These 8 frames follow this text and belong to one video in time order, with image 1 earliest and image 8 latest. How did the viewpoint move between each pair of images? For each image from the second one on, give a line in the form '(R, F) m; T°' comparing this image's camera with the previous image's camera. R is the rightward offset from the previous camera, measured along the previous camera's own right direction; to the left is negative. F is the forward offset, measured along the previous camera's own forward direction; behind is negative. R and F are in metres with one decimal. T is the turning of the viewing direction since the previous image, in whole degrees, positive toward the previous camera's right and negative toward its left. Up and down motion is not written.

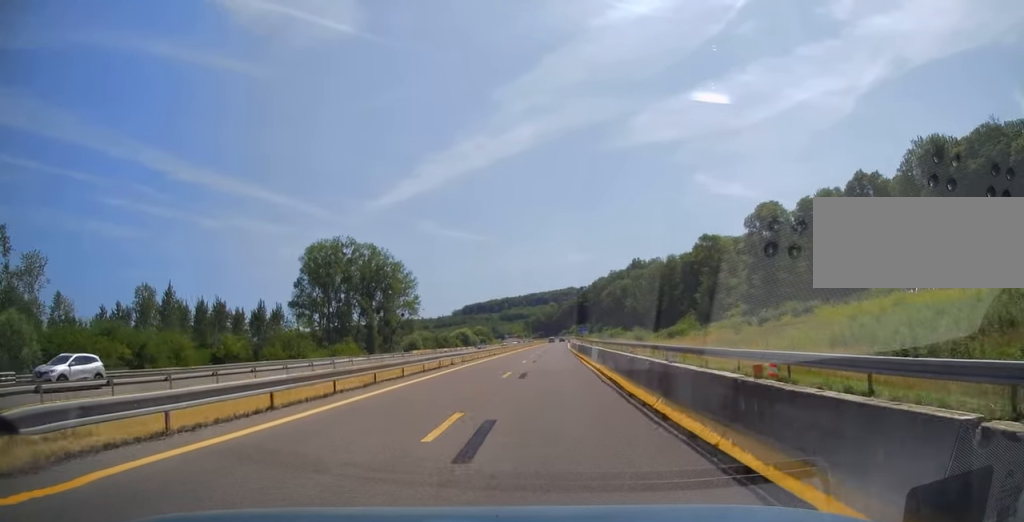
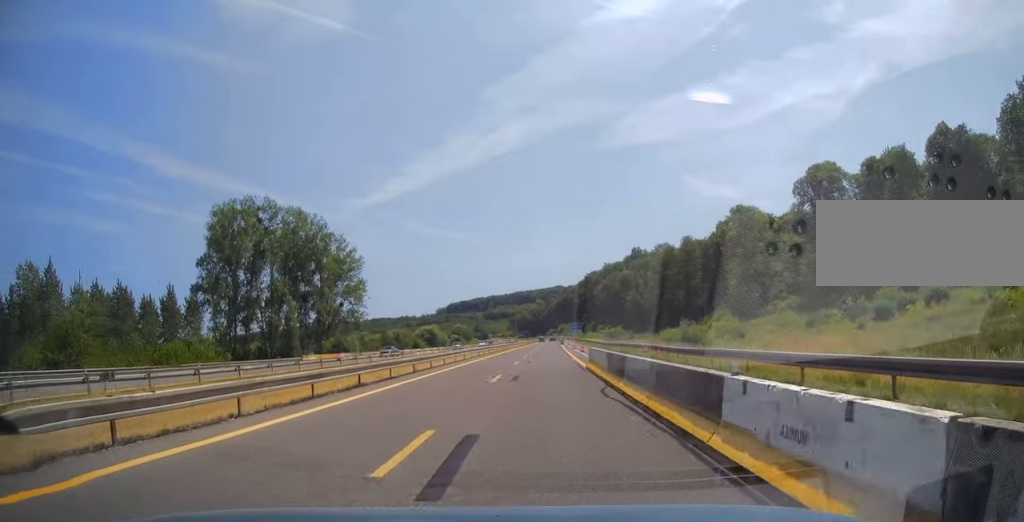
(+0.9, +41.0) m; +3°
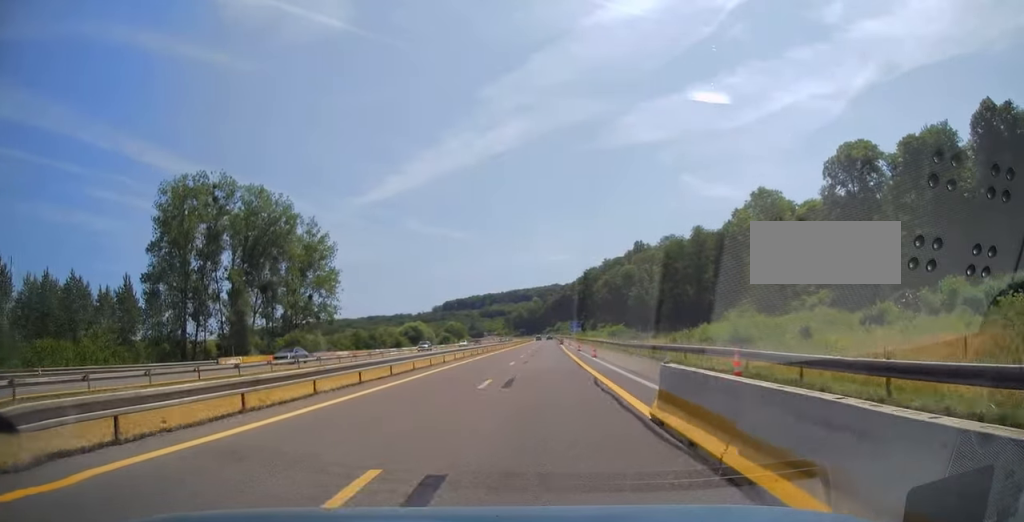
(+0.3, +15.7) m; 0°
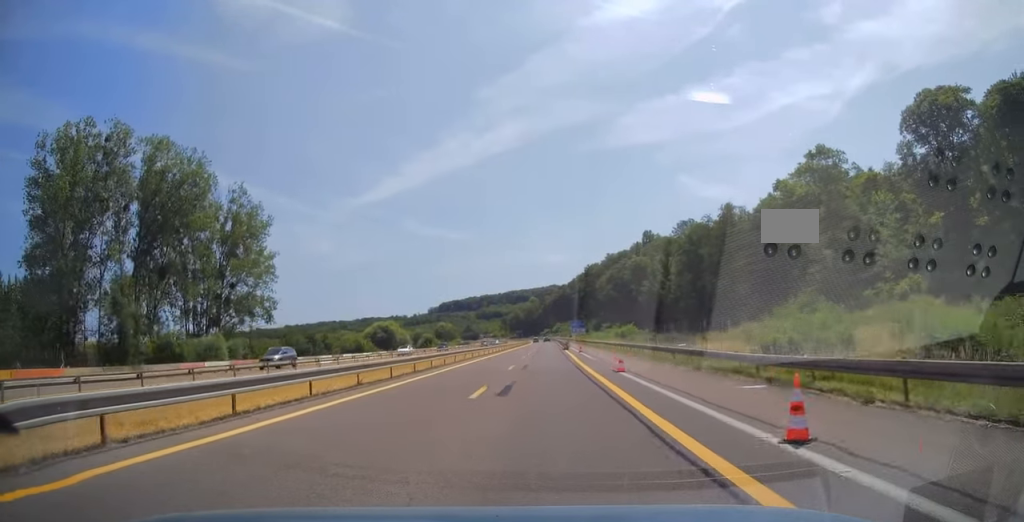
(-0.3, +28.4) m; -1°
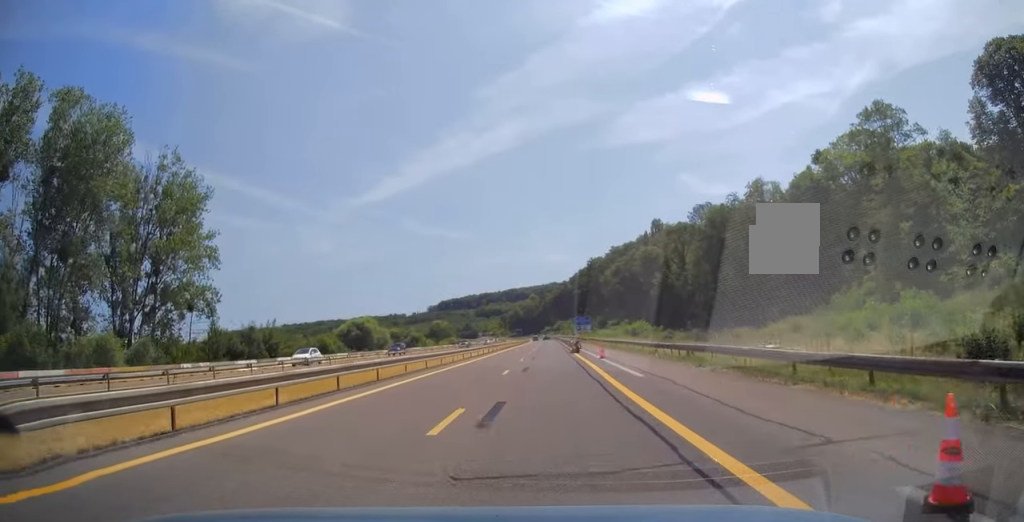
(0.0, +18.3) m; 0°
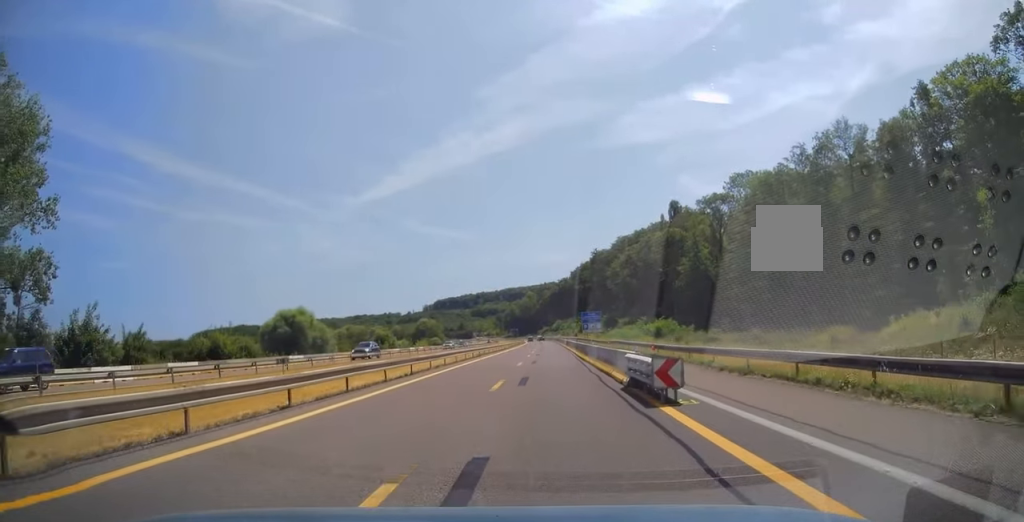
(+0.4, +31.8) m; 0°
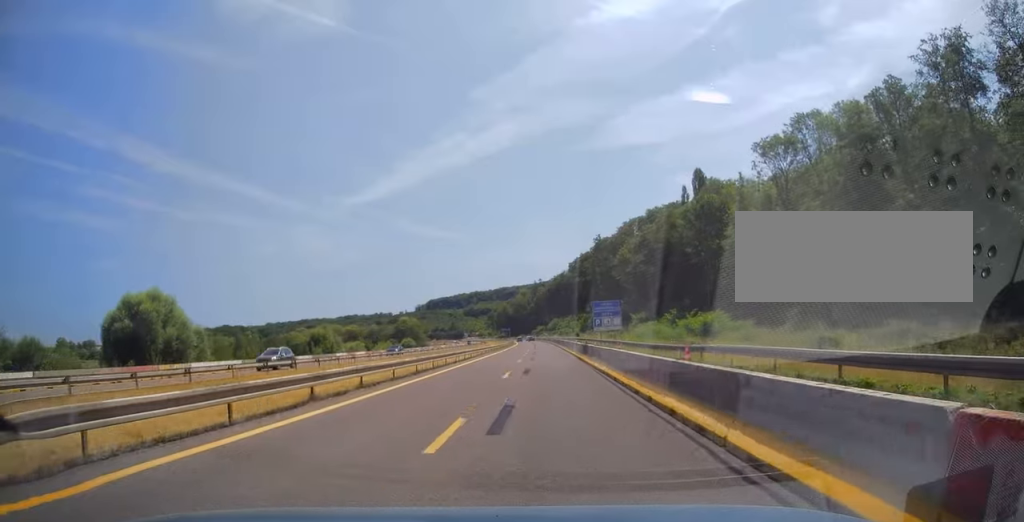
(-0.3, +34.4) m; 0°
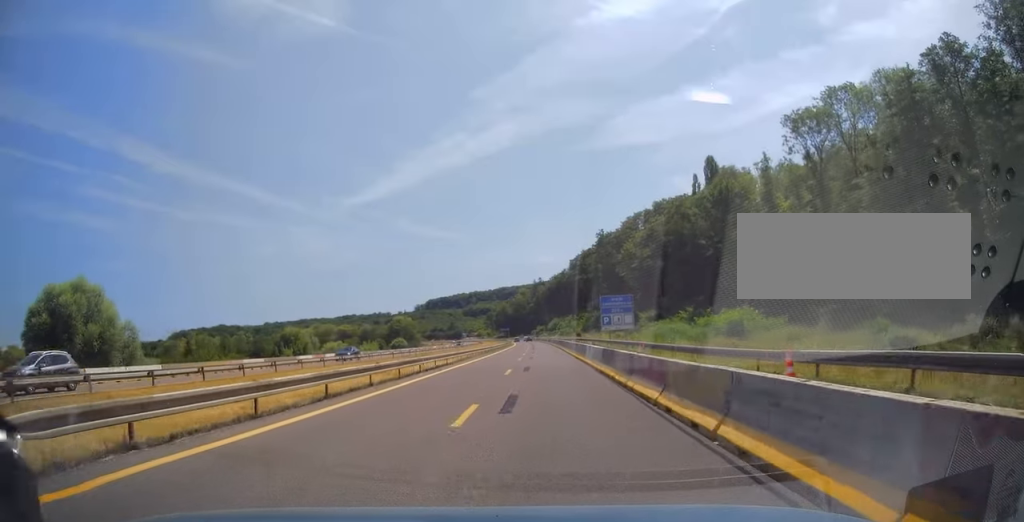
(+0.2, +10.9) m; 0°
